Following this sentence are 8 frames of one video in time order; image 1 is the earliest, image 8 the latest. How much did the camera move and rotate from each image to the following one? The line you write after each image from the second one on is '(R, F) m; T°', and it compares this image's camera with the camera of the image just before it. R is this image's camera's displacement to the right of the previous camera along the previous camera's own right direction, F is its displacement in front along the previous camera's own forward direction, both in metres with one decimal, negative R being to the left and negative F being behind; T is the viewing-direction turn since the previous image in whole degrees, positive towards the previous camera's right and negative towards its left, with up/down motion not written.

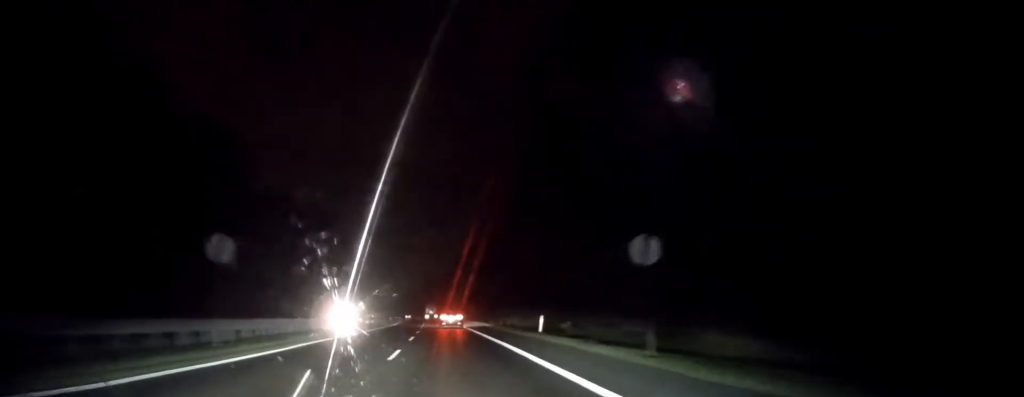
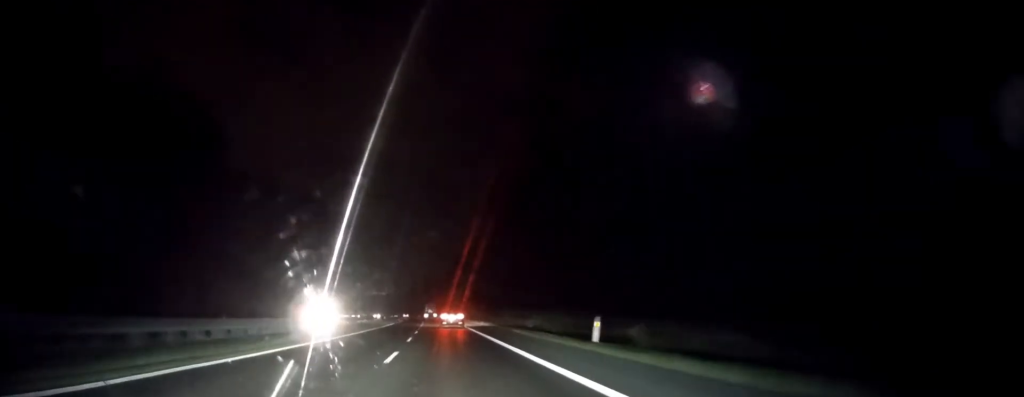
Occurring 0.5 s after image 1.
(0.0, +13.0) m; 0°
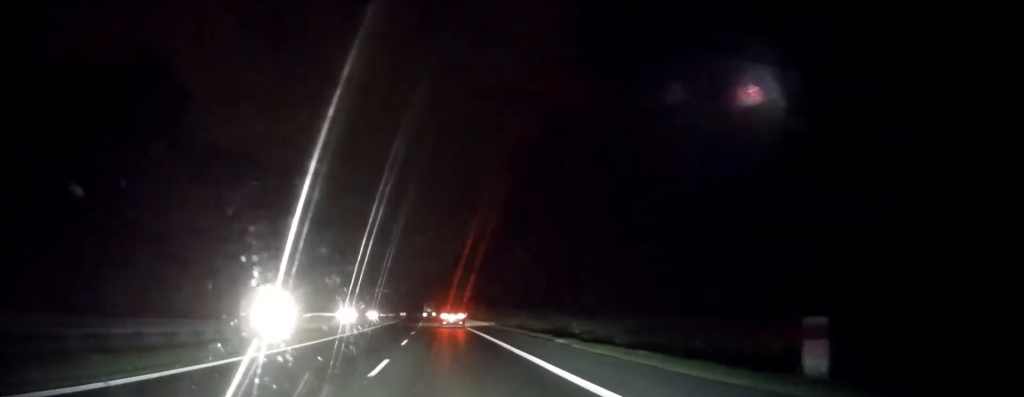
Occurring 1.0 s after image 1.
(0.0, +15.1) m; 0°
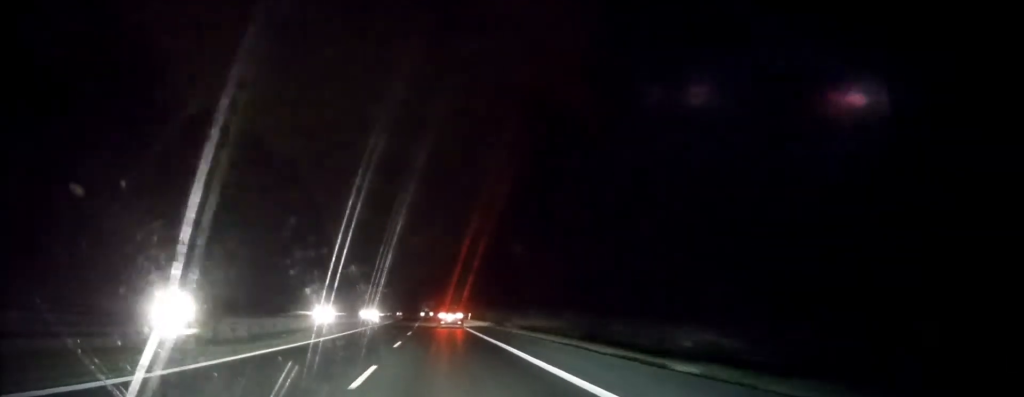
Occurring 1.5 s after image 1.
(0.0, +14.2) m; 0°
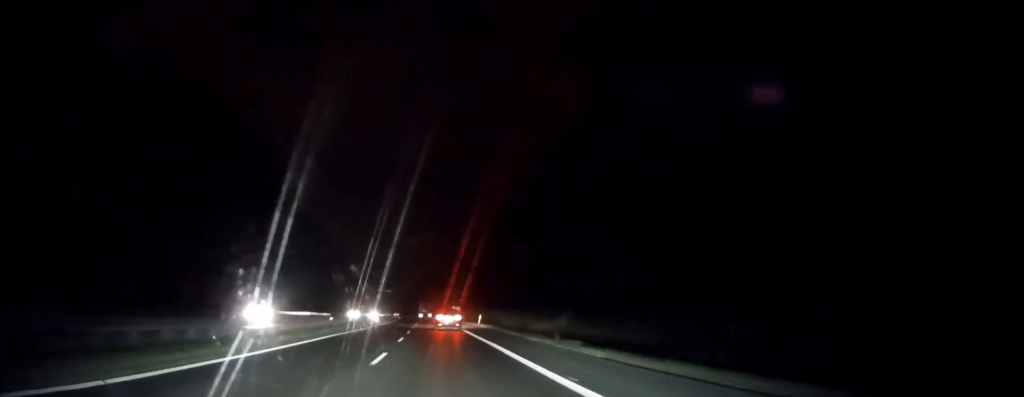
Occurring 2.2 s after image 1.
(0.0, +19.4) m; -1°
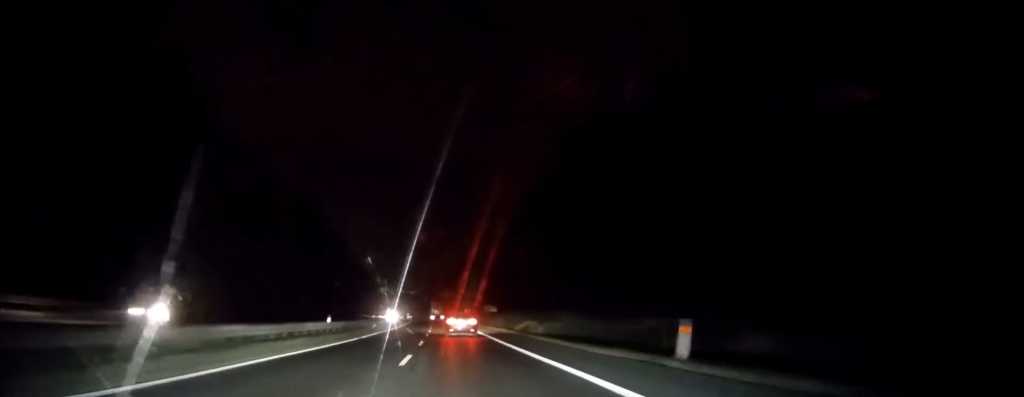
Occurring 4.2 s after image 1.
(-2.2, +63.6) m; -1°
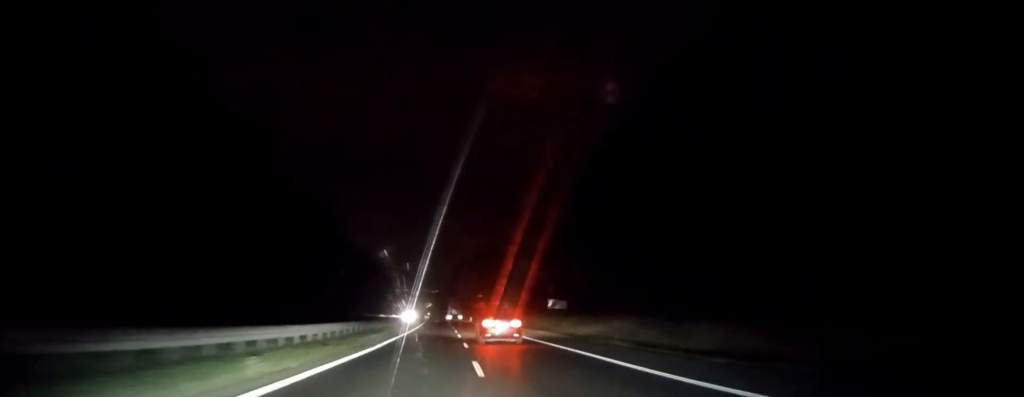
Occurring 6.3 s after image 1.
(+2.9, +67.7) m; -4°
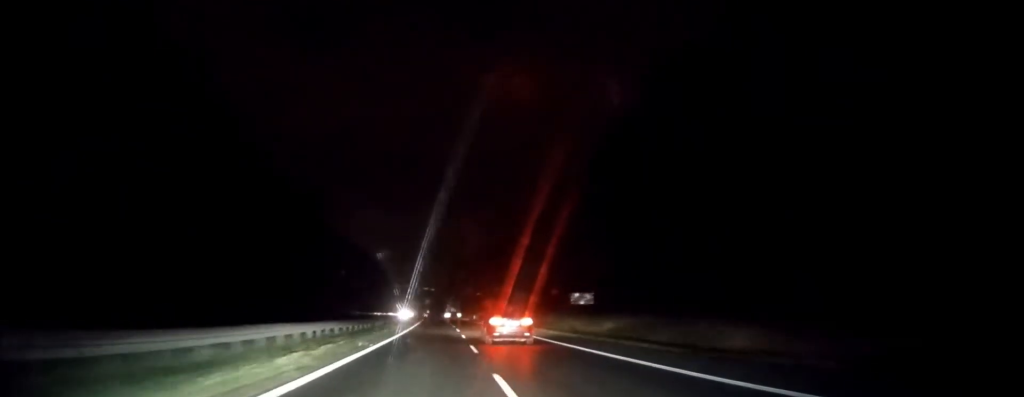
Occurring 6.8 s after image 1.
(-1.3, +17.7) m; -2°
